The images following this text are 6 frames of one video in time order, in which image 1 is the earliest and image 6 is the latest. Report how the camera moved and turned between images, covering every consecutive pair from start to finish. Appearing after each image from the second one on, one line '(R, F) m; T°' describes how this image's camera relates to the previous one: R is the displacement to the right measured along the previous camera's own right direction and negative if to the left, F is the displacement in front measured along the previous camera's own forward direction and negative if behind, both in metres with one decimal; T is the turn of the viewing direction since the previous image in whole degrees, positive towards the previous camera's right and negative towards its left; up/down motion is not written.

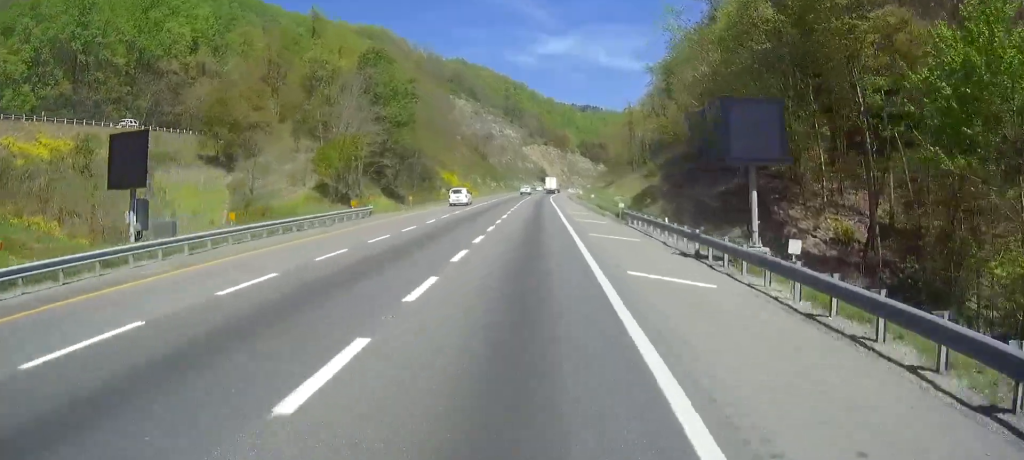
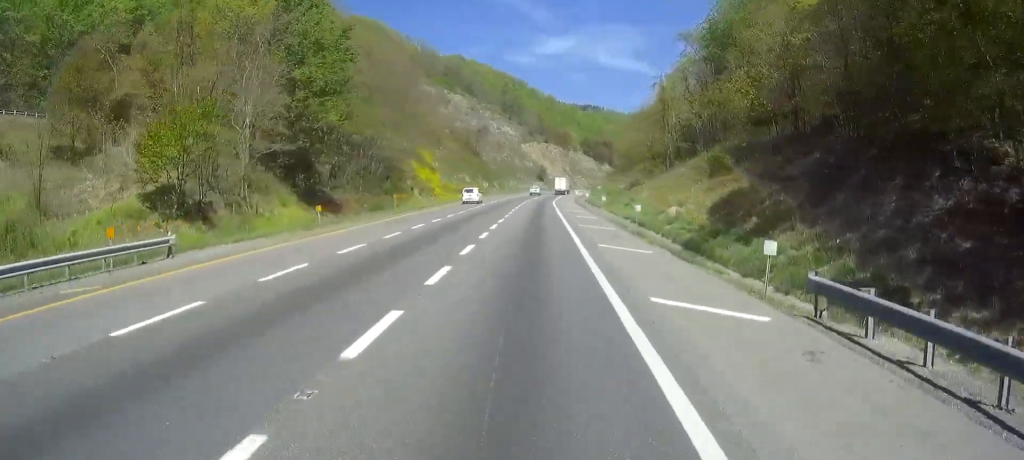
(-0.2, +28.4) m; -1°
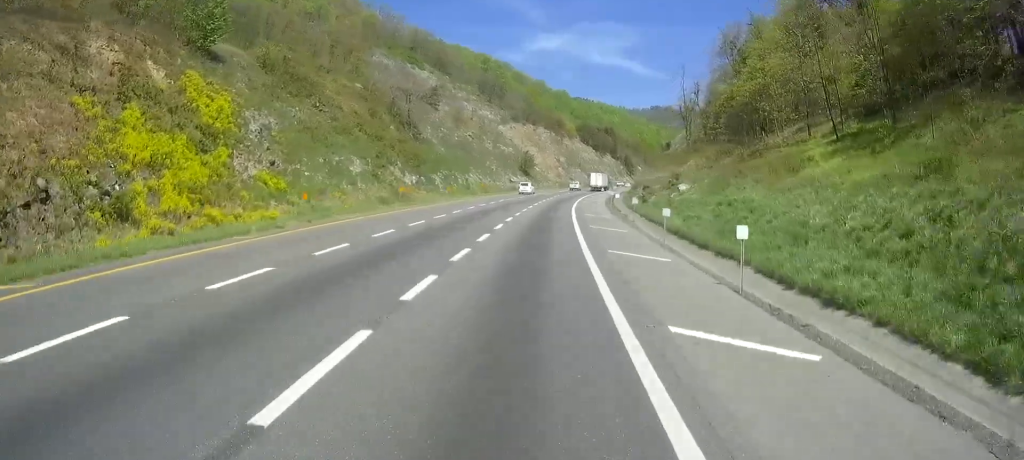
(+1.0, +87.3) m; +3°
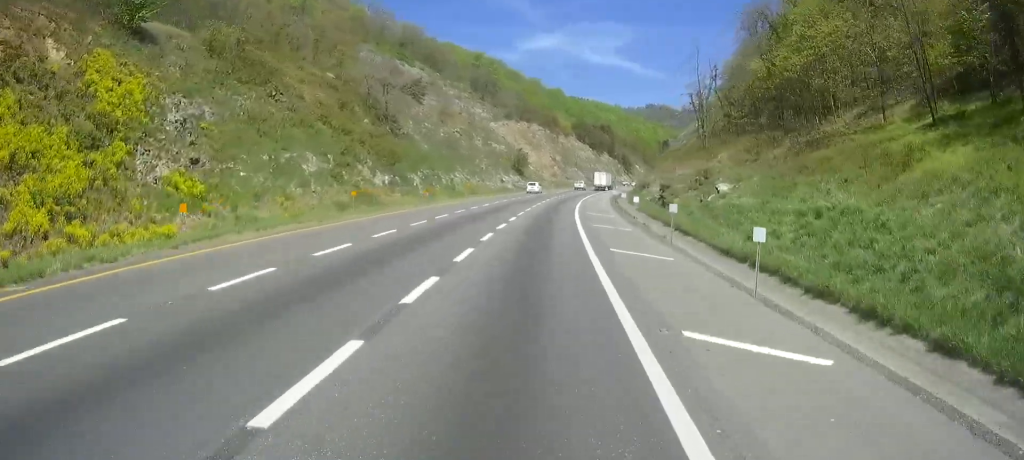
(+0.1, +12.2) m; +1°
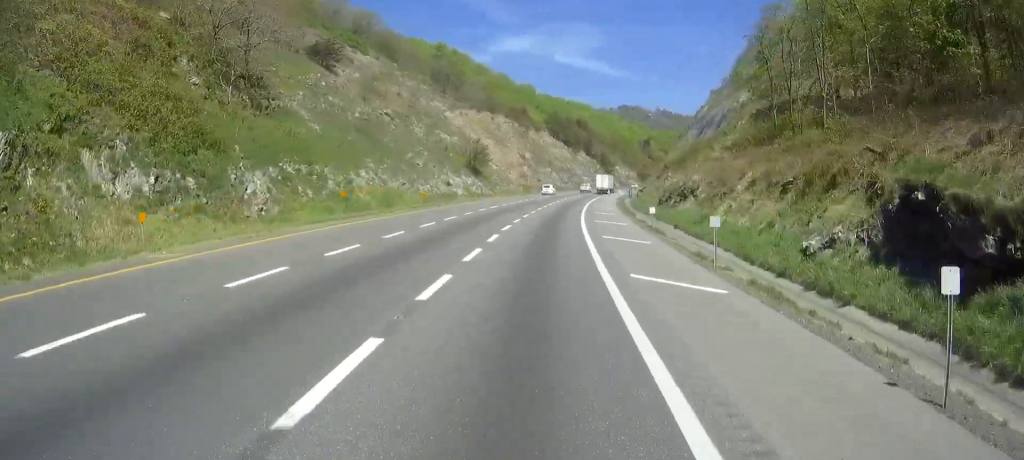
(+1.2, +41.6) m; +3°
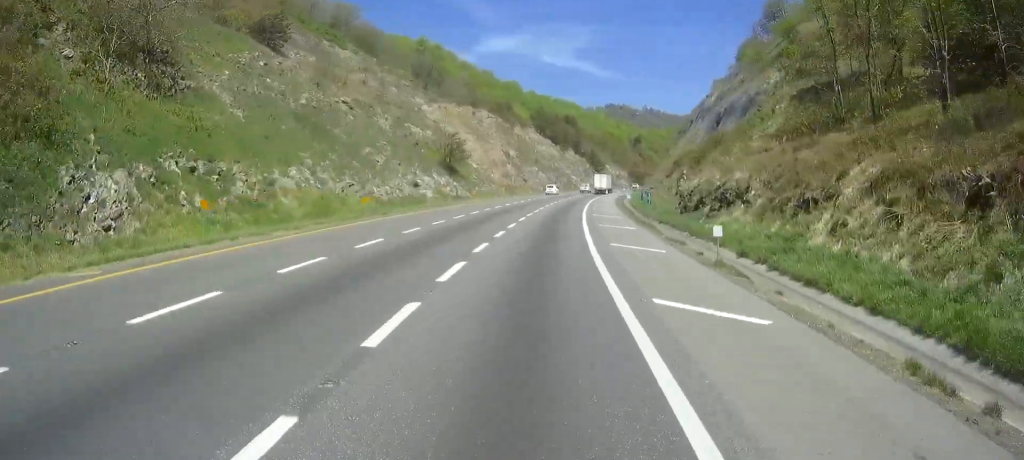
(+0.1, +15.5) m; +1°
